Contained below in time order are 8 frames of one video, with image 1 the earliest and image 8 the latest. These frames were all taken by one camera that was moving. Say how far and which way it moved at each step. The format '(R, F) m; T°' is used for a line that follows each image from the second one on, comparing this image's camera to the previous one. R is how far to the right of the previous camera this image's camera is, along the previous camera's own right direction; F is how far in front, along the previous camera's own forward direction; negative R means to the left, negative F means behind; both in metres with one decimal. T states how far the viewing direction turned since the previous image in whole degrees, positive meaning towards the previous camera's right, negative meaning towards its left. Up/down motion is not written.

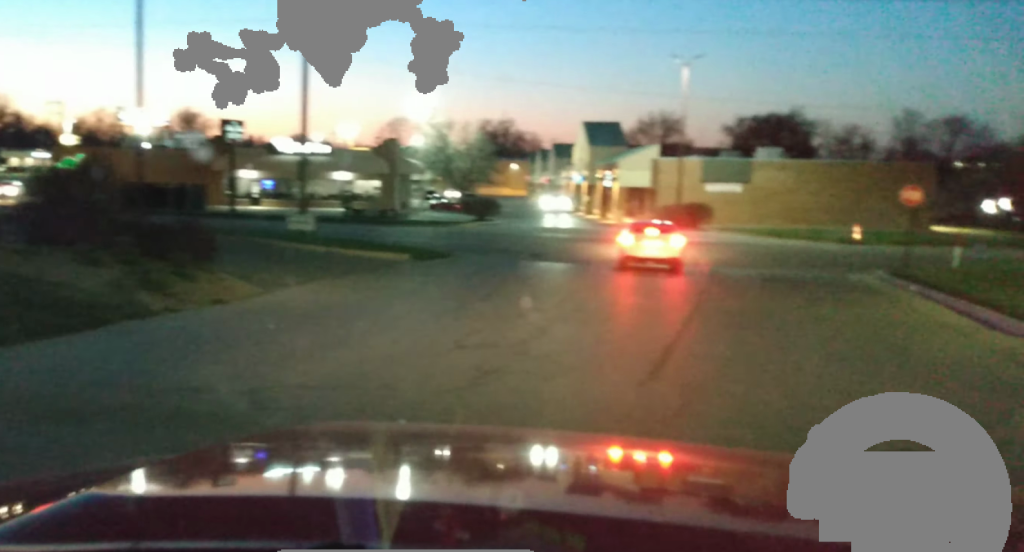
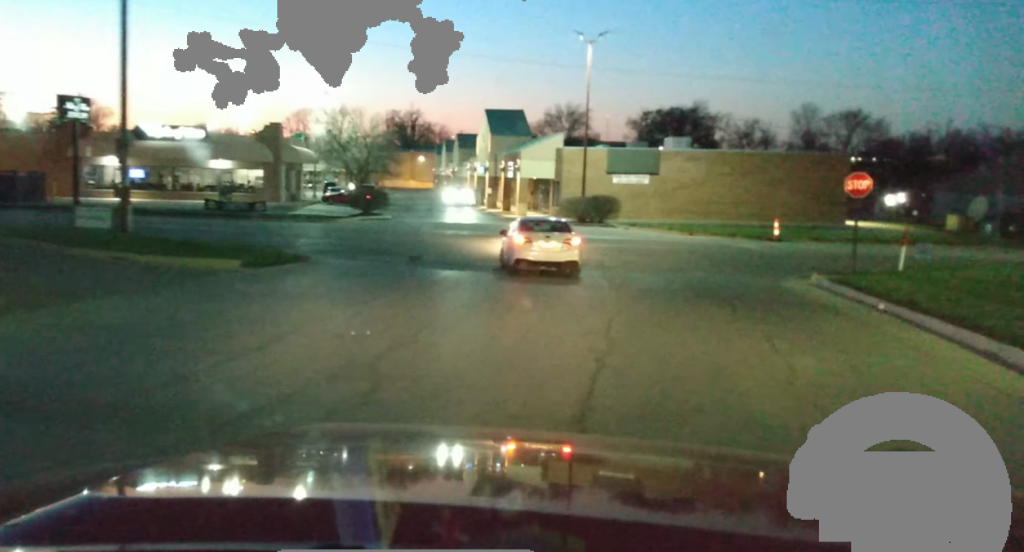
(+0.8, +6.0) m; +8°
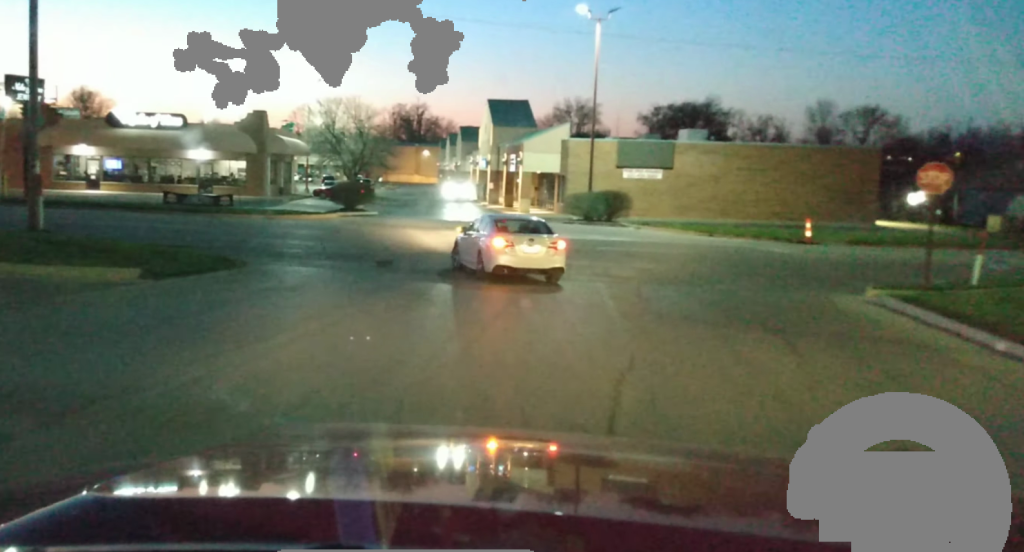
(-0.2, +4.7) m; -1°
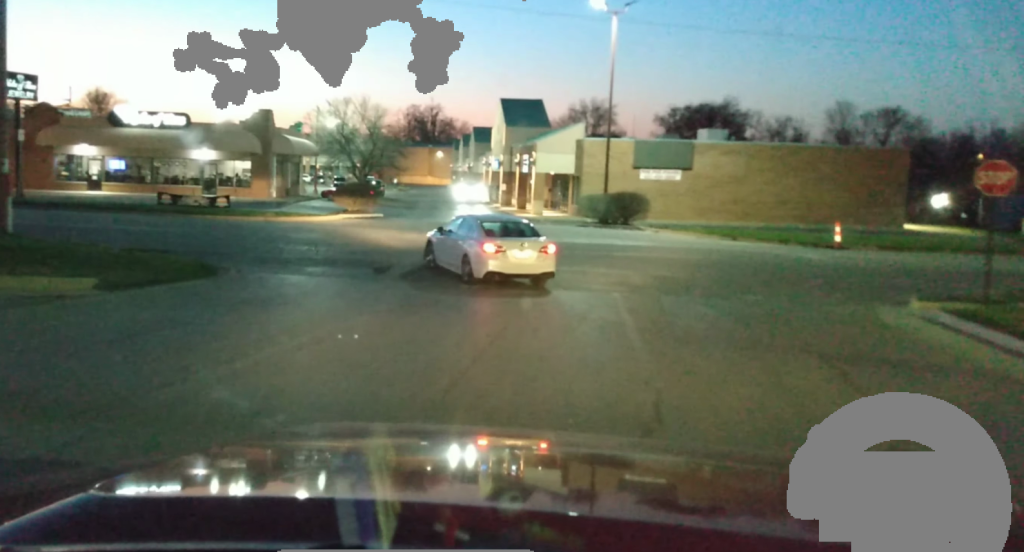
(0.0, +2.0) m; -1°
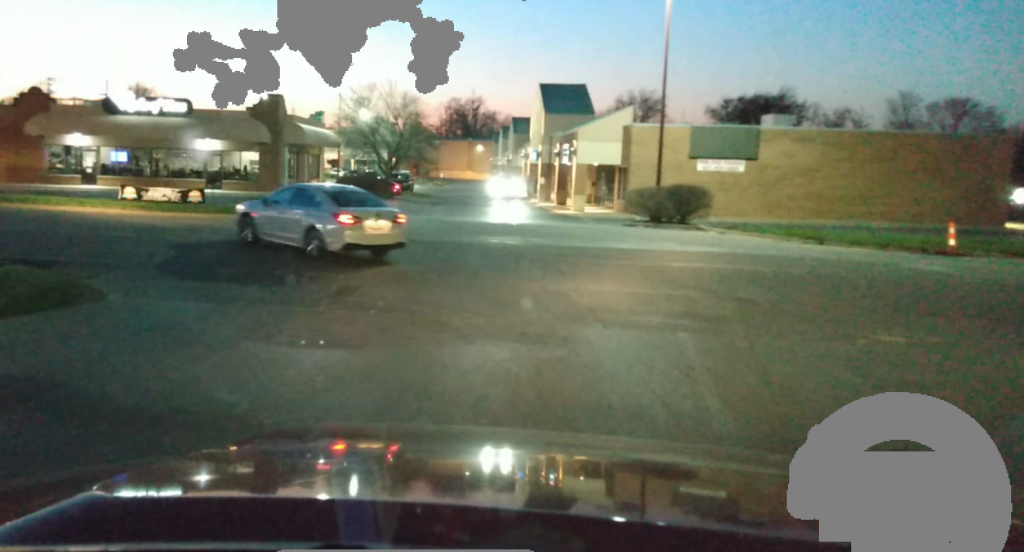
(+0.1, +6.1) m; -2°
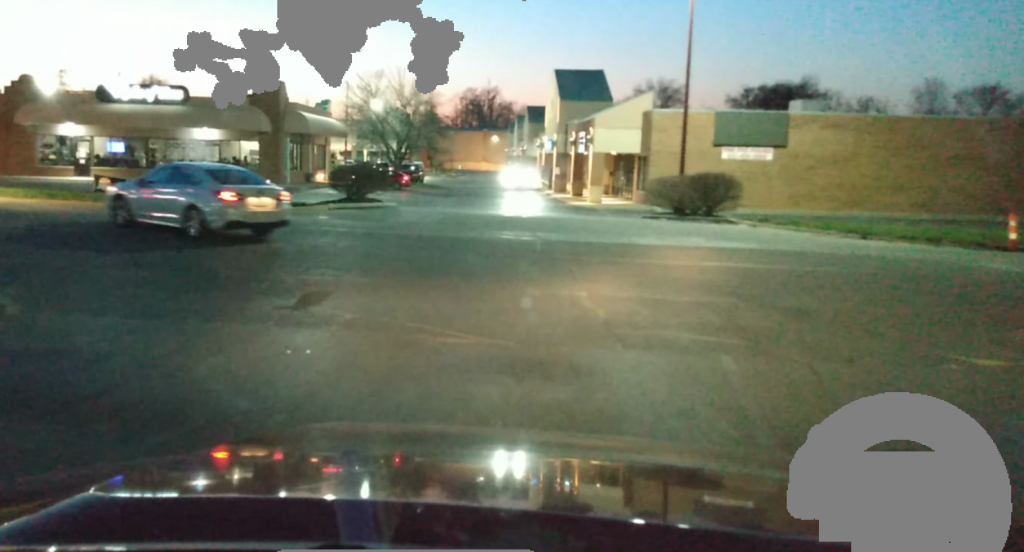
(0.0, +2.3) m; -2°
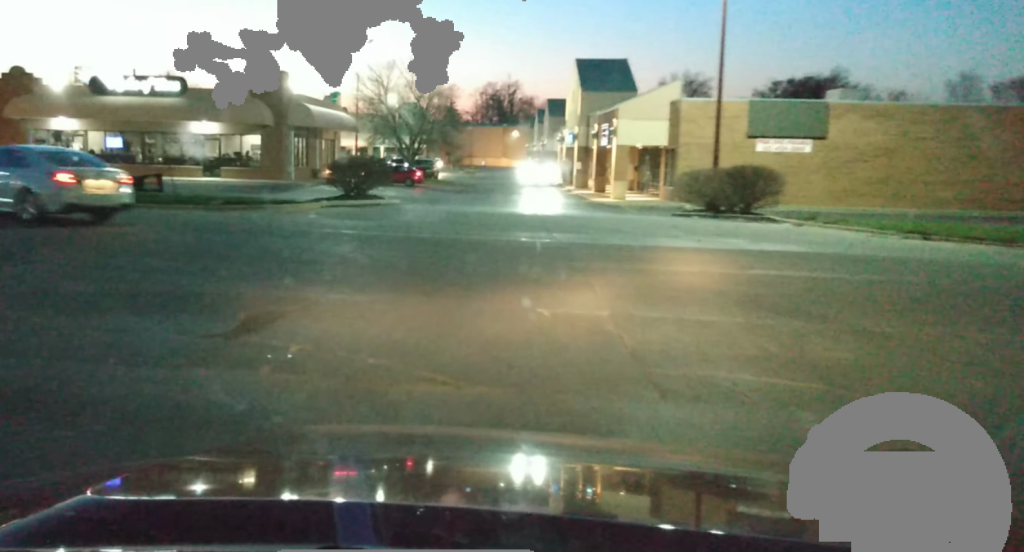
(-0.1, +2.4) m; -2°
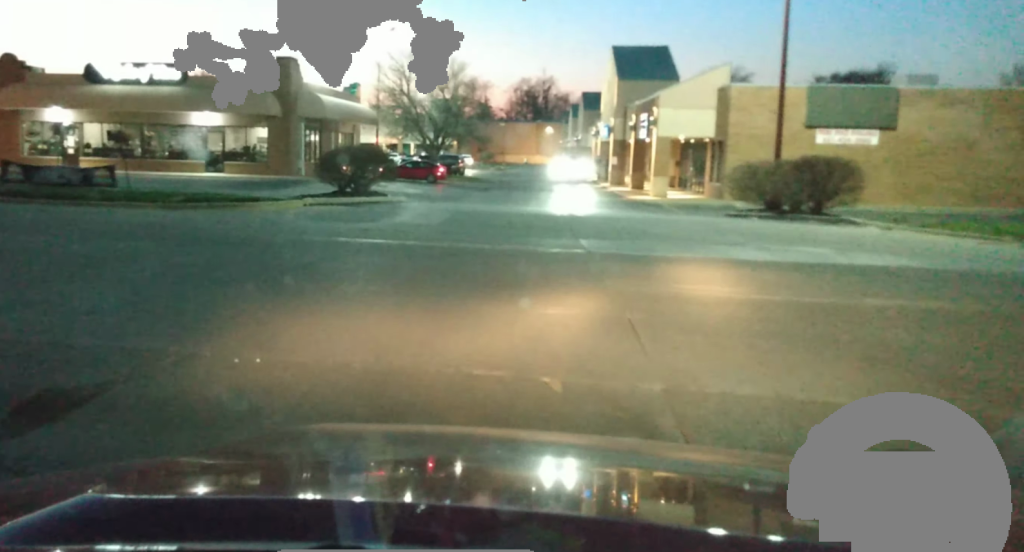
(0.0, +4.7) m; +1°
